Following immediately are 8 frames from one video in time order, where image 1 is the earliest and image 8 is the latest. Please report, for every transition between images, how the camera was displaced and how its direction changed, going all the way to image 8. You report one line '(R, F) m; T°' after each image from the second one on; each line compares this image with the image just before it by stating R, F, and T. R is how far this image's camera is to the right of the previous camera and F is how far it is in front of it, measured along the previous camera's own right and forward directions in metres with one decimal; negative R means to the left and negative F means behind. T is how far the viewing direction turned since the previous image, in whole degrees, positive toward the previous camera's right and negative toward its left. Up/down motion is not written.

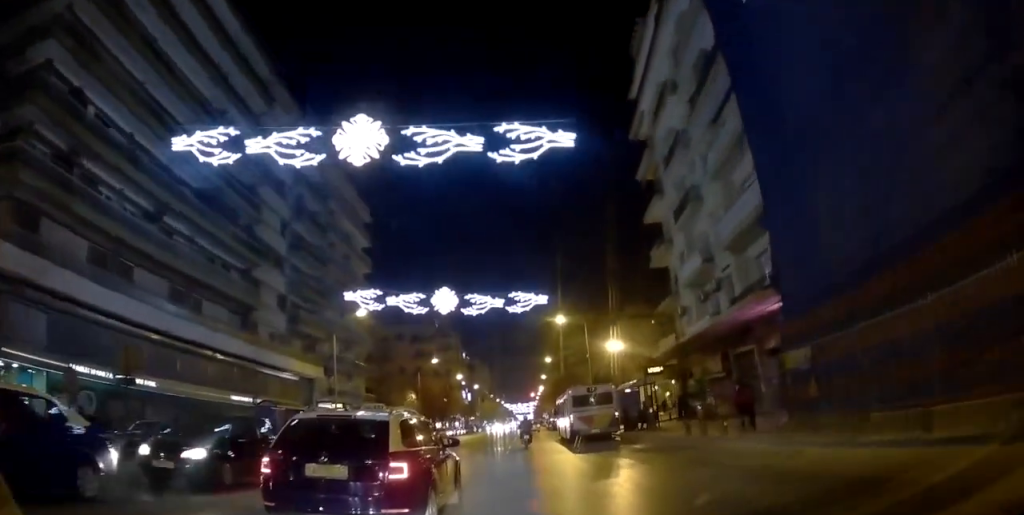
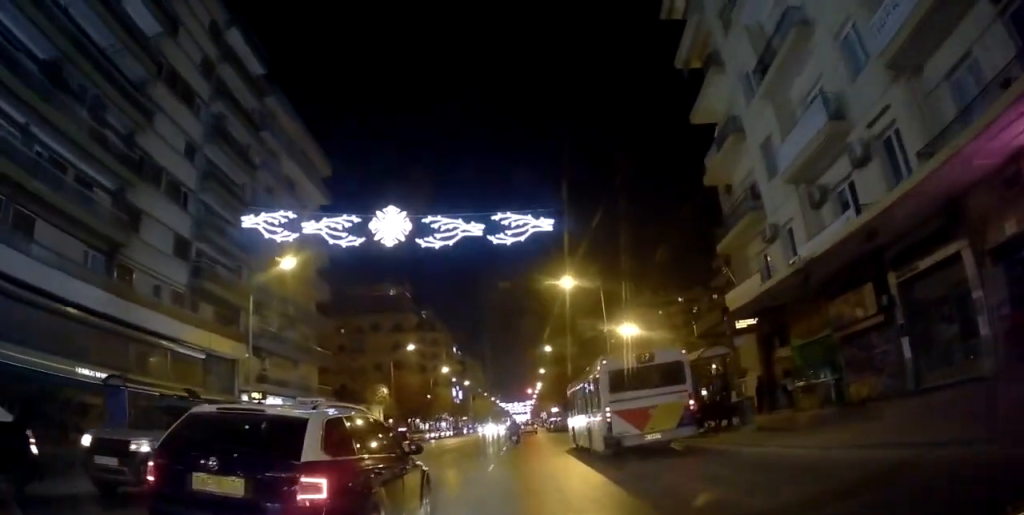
(0.0, +14.3) m; +1°
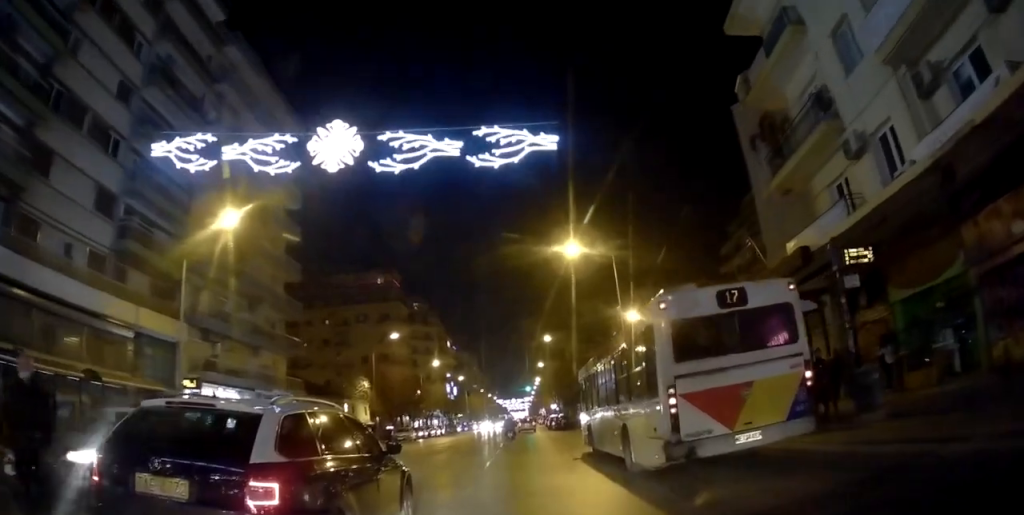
(+0.1, +7.2) m; -1°
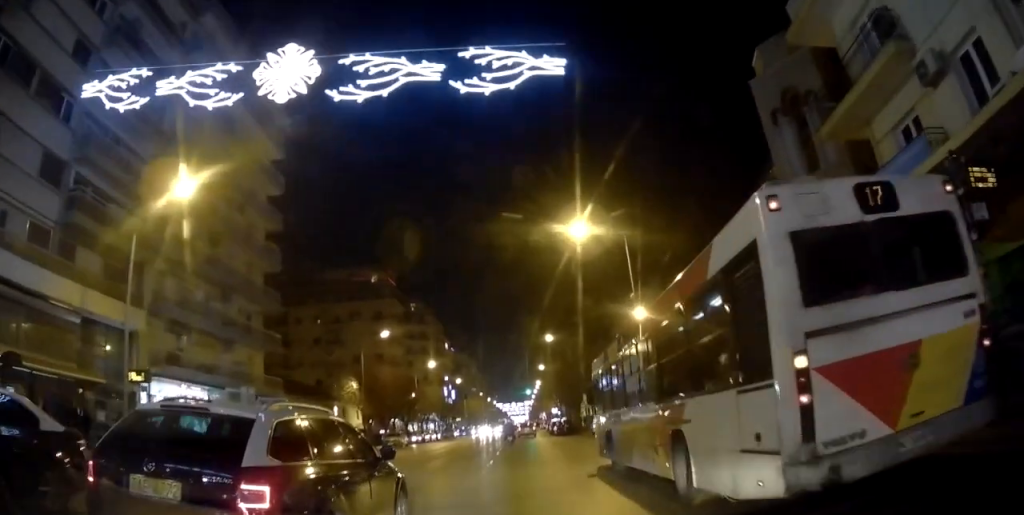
(0.0, +4.5) m; 0°
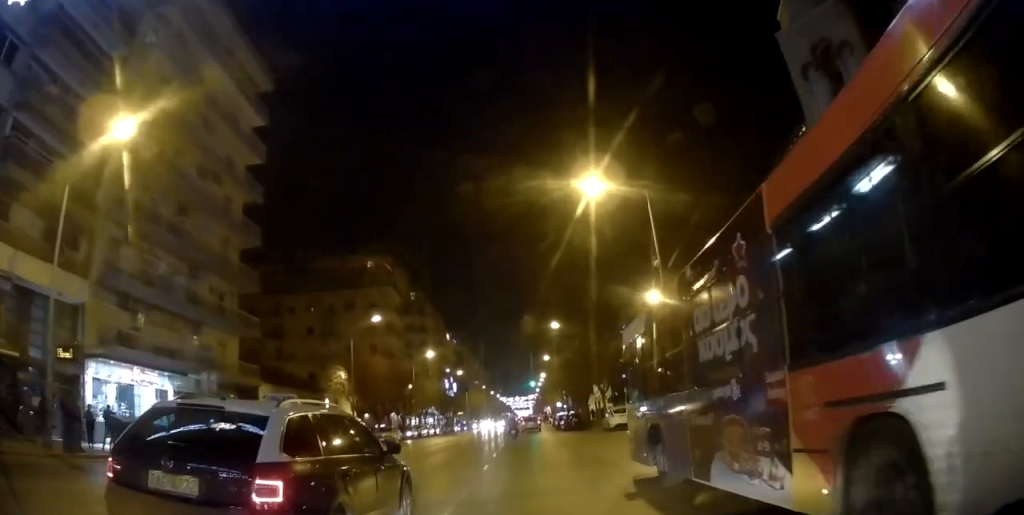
(-0.3, +4.8) m; +1°
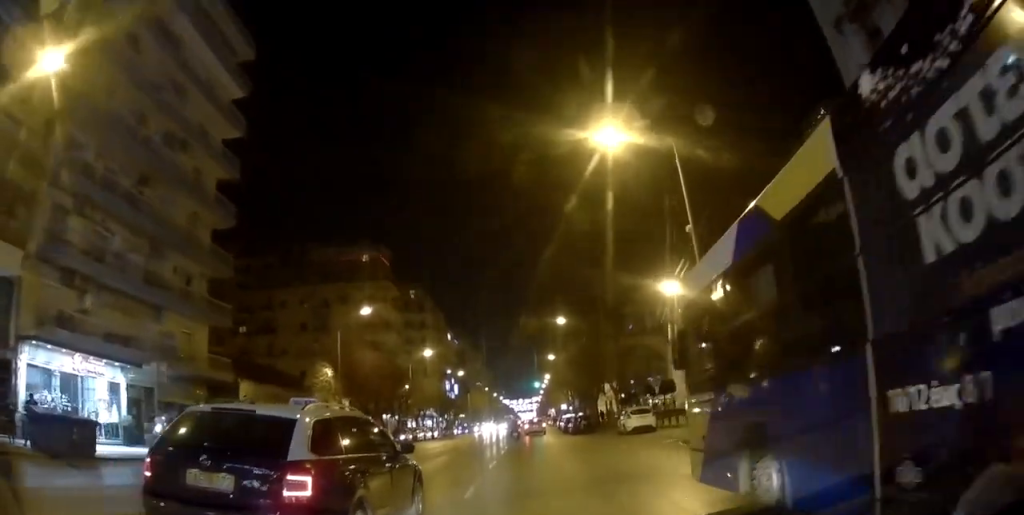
(0.0, +4.5) m; +1°
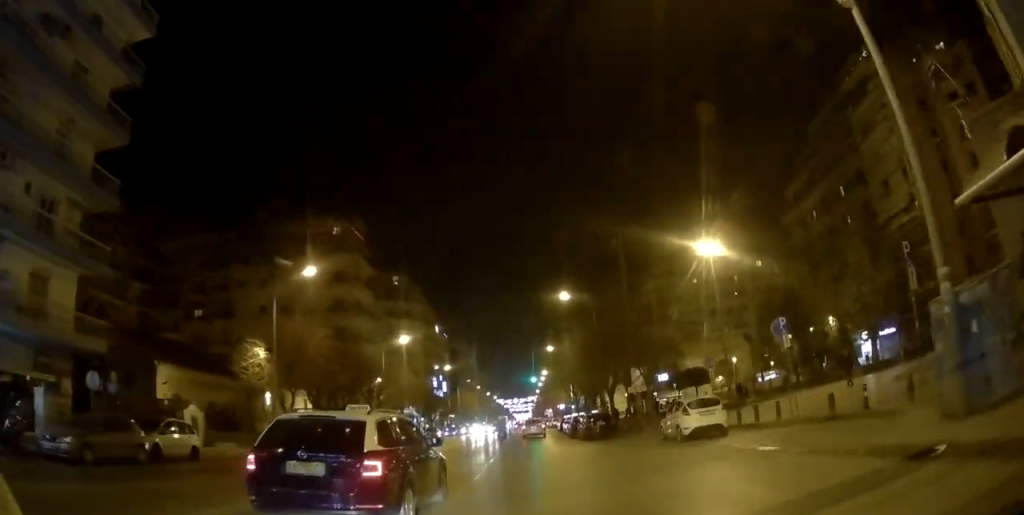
(+0.3, +11.4) m; -1°
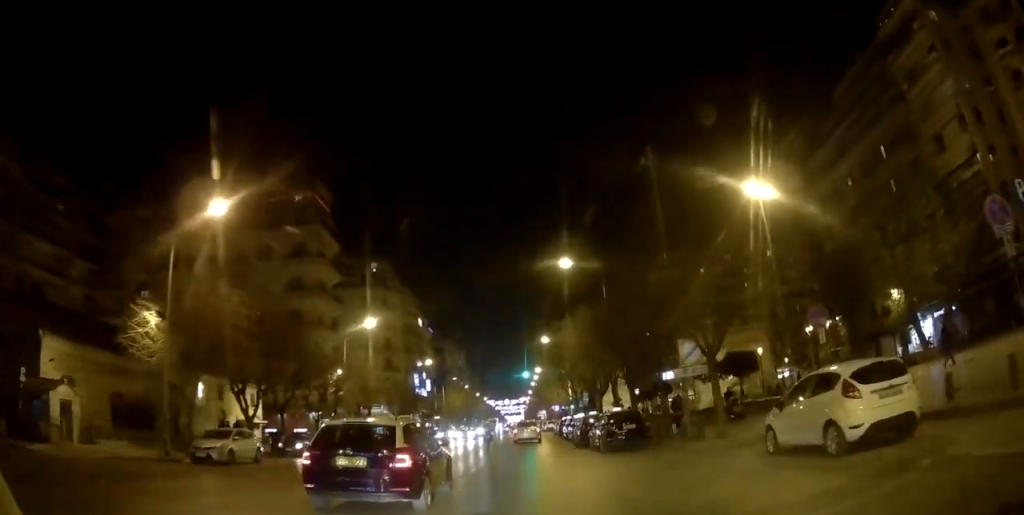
(-0.2, +10.5) m; -2°
